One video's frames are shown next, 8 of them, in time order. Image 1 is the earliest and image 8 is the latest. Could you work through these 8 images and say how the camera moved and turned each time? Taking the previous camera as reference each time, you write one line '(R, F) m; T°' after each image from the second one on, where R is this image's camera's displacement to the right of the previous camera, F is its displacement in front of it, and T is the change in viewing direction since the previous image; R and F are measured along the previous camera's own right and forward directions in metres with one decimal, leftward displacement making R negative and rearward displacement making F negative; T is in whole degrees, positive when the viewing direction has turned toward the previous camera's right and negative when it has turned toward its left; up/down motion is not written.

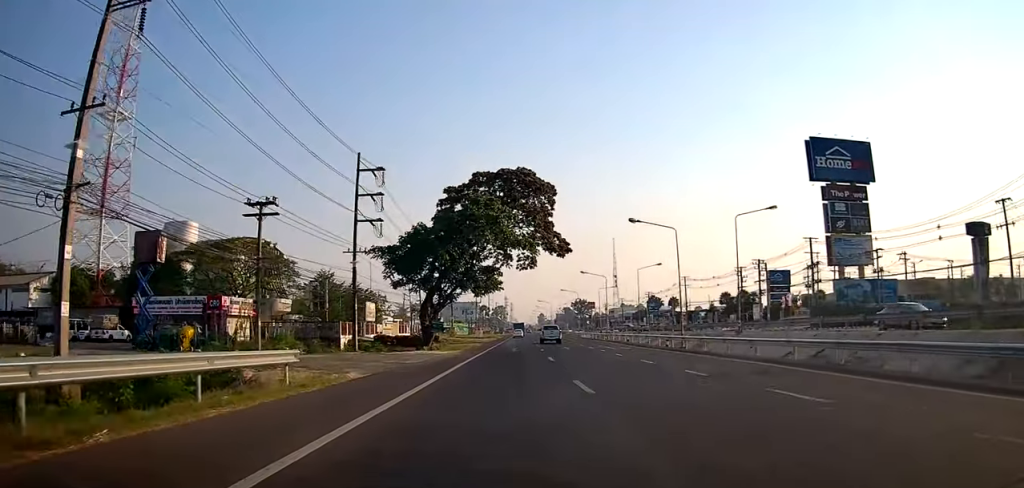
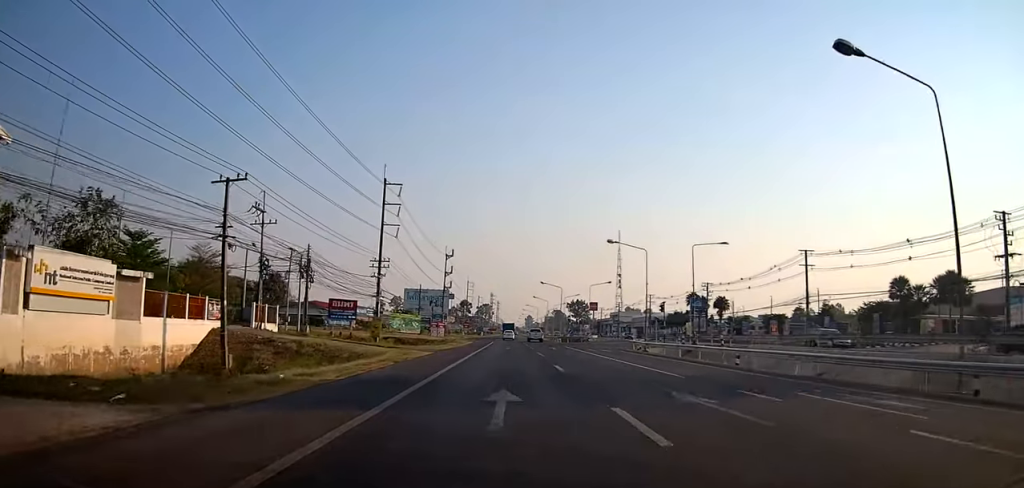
(+1.8, +64.7) m; +2°
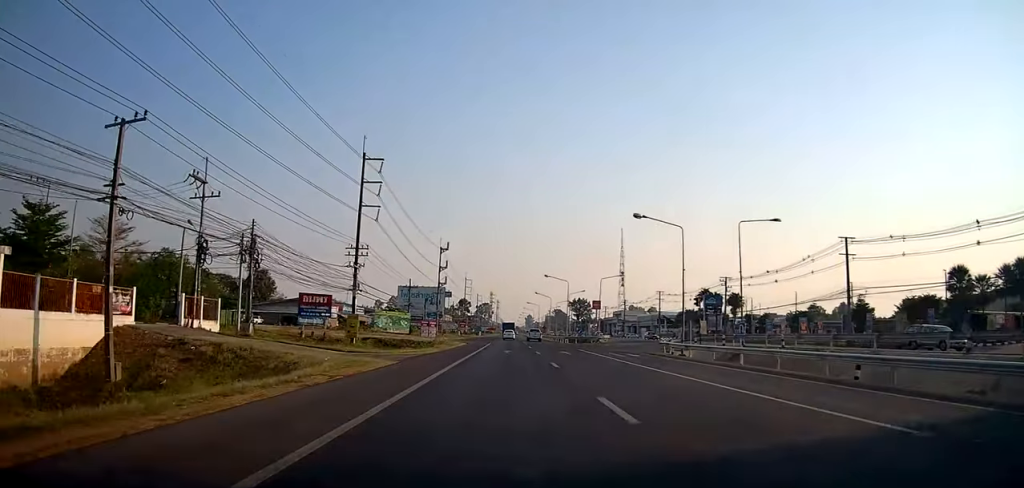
(-0.2, +10.5) m; -1°
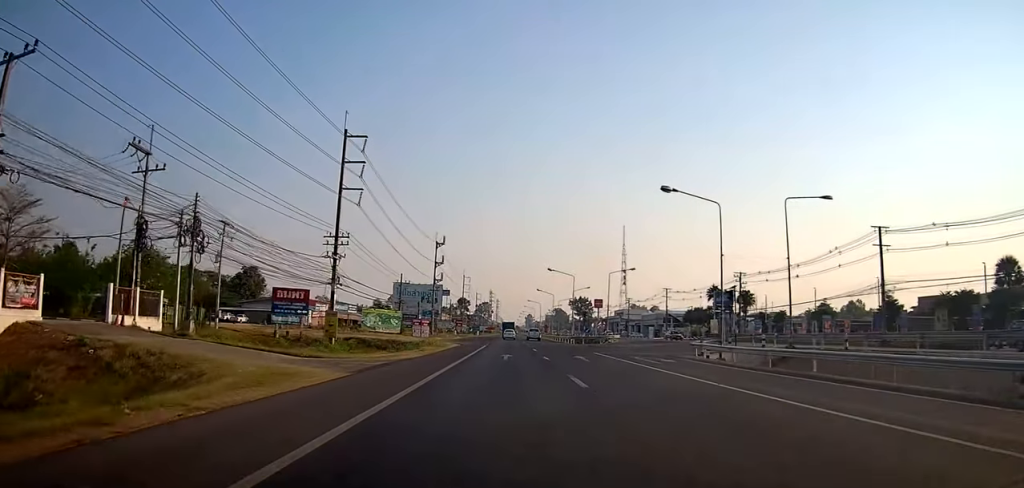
(0.0, +7.1) m; 0°
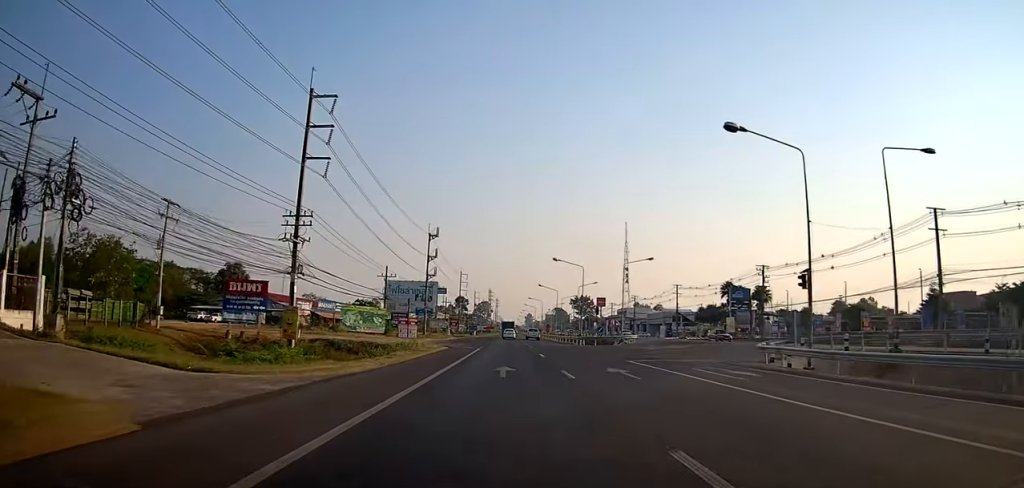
(0.0, +9.8) m; 0°
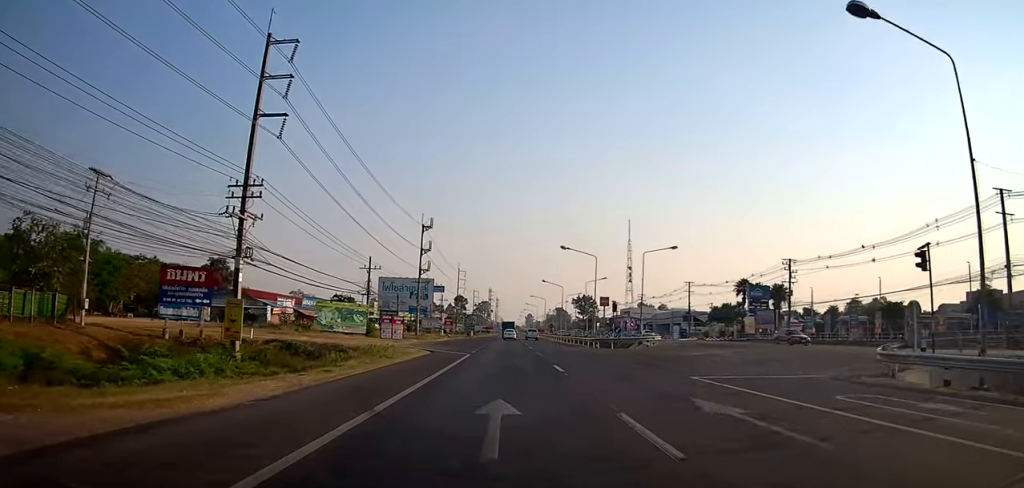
(0.0, +9.2) m; 0°
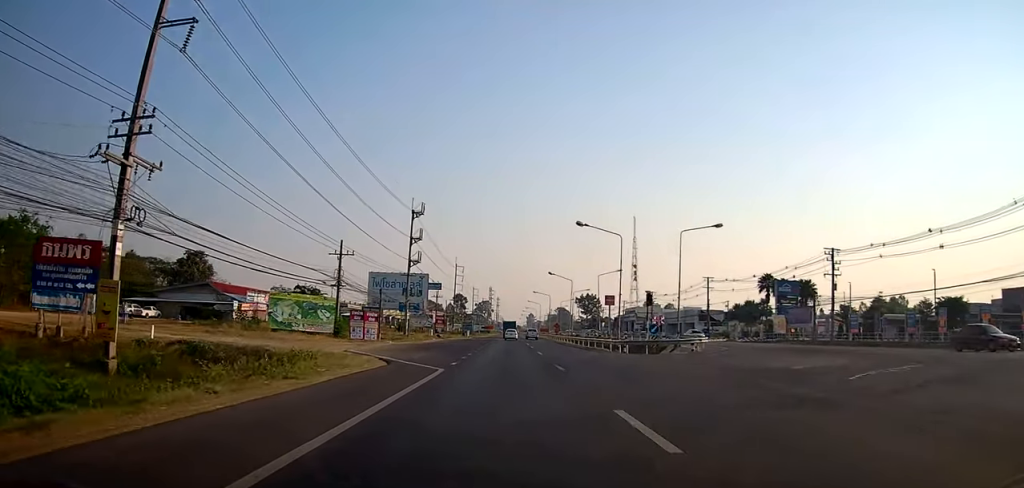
(0.0, +11.8) m; 0°
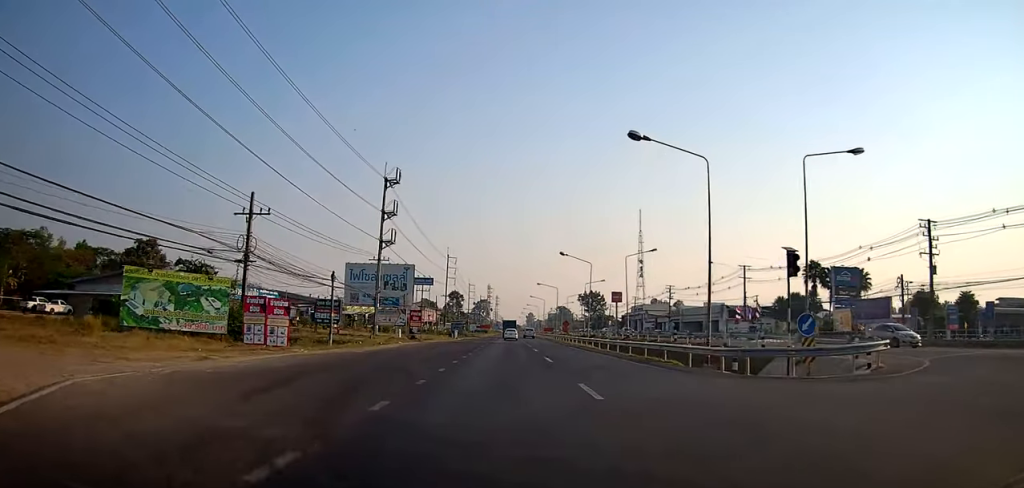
(+0.1, +19.4) m; 0°
